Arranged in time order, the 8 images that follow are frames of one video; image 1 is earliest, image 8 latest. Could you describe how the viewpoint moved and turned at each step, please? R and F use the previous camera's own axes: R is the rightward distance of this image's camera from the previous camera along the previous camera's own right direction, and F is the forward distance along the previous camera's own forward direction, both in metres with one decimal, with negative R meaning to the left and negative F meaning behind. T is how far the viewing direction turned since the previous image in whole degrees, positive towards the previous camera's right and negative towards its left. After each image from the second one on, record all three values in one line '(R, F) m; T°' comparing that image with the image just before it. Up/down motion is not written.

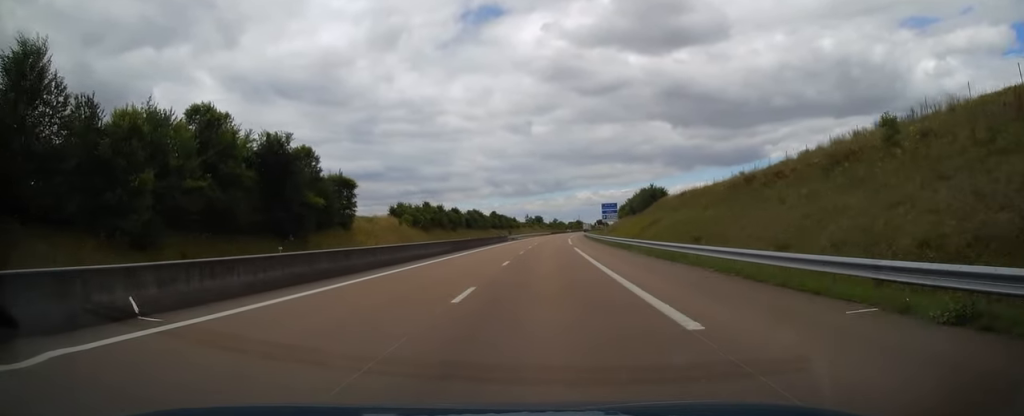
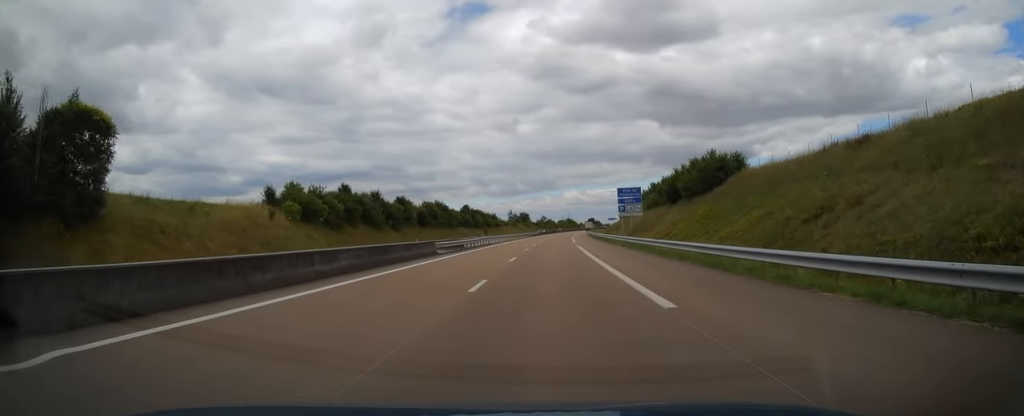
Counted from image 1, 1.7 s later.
(+0.7, +49.7) m; +1°
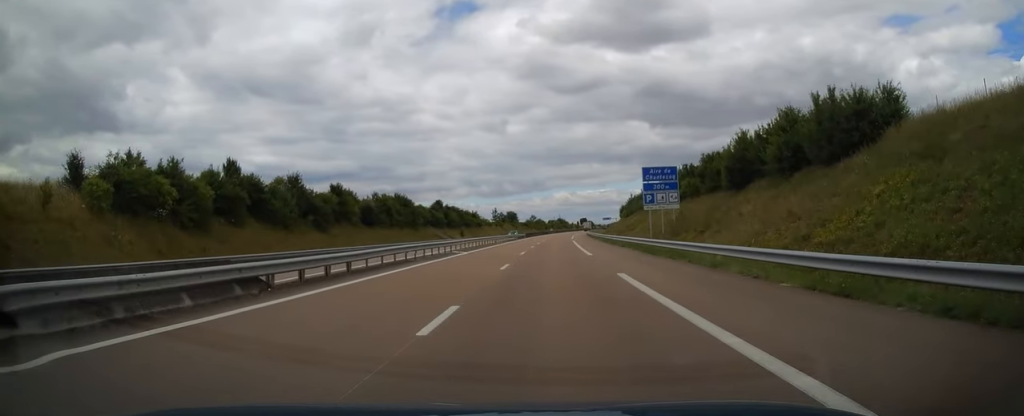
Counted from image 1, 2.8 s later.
(+0.1, +31.3) m; 0°
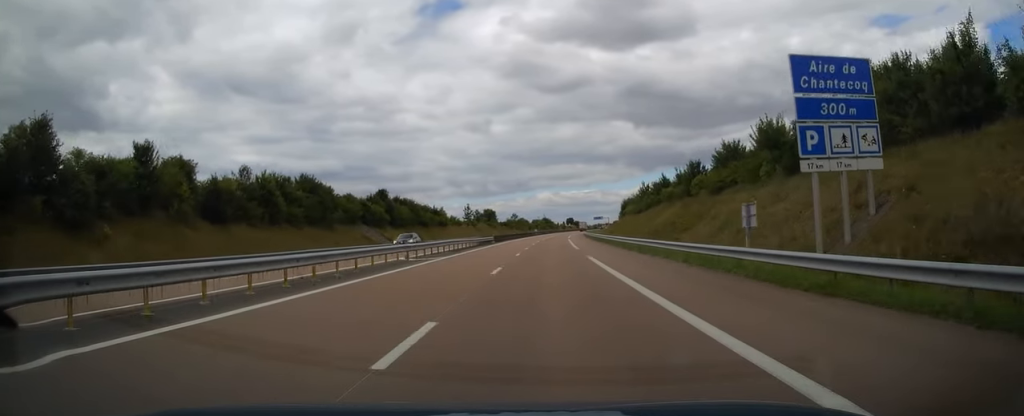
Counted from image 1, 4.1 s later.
(+0.5, +40.6) m; +1°
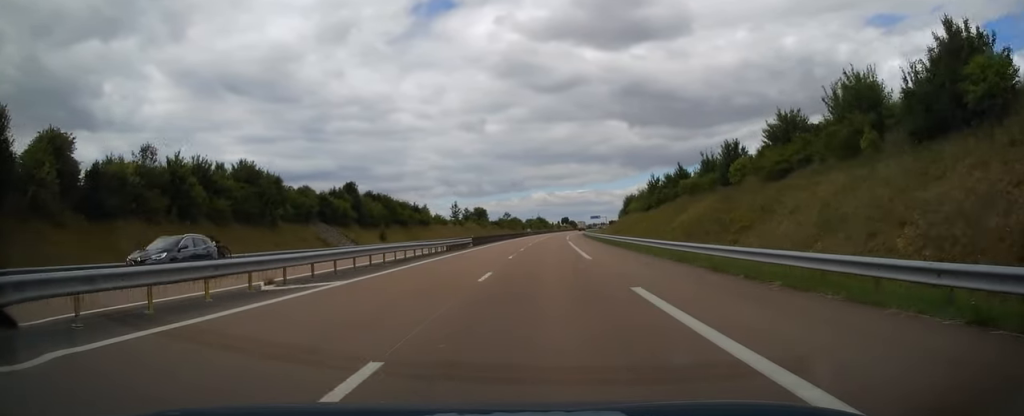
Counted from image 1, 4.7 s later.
(+0.1, +15.7) m; +1°
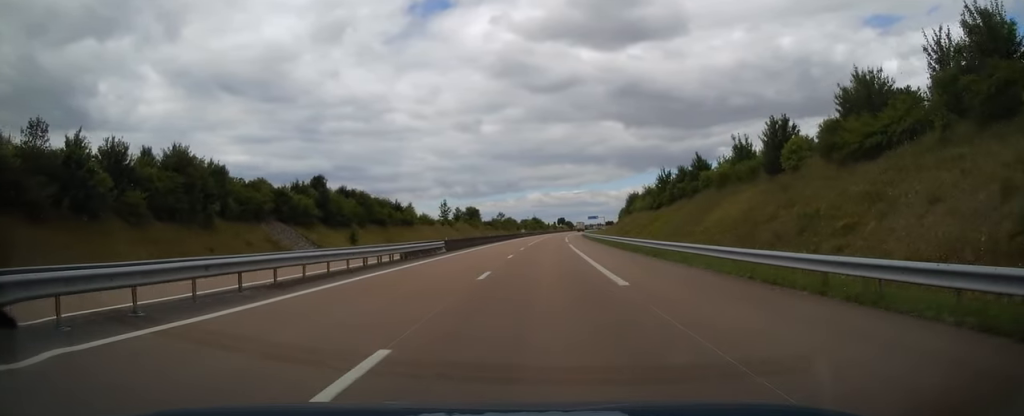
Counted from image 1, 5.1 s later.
(0.0, +12.2) m; 0°
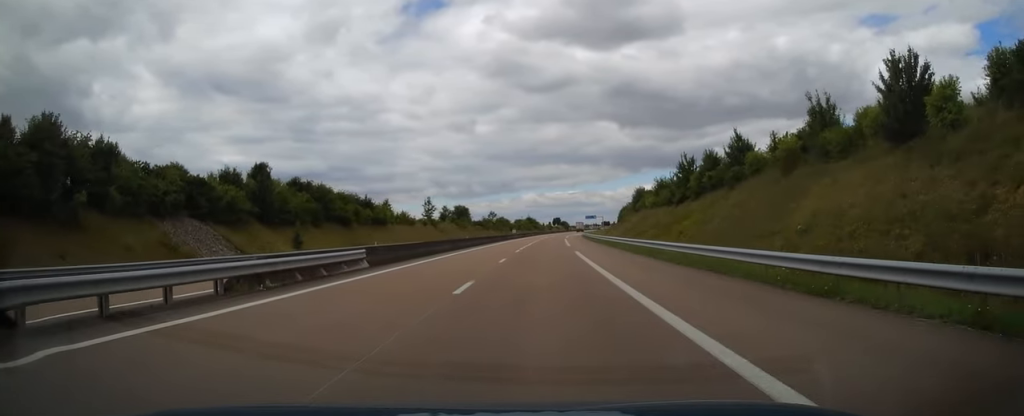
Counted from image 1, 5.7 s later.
(-0.1, +16.7) m; +1°
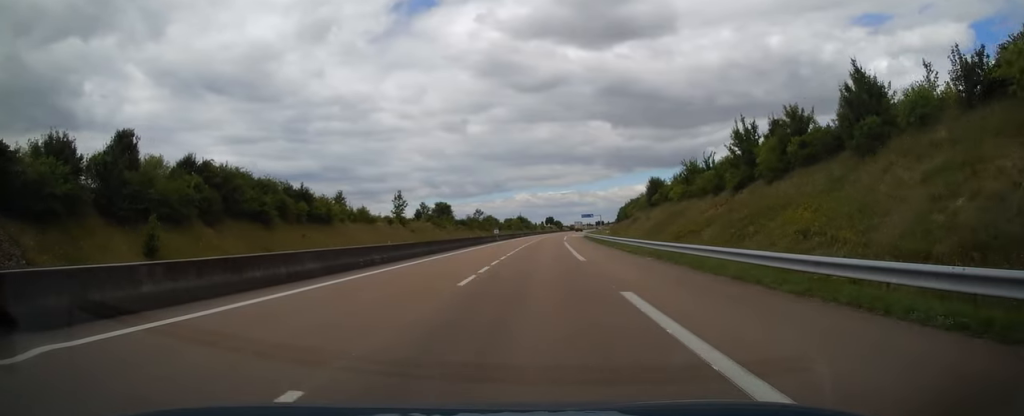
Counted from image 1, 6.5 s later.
(+0.4, +24.0) m; +1°
